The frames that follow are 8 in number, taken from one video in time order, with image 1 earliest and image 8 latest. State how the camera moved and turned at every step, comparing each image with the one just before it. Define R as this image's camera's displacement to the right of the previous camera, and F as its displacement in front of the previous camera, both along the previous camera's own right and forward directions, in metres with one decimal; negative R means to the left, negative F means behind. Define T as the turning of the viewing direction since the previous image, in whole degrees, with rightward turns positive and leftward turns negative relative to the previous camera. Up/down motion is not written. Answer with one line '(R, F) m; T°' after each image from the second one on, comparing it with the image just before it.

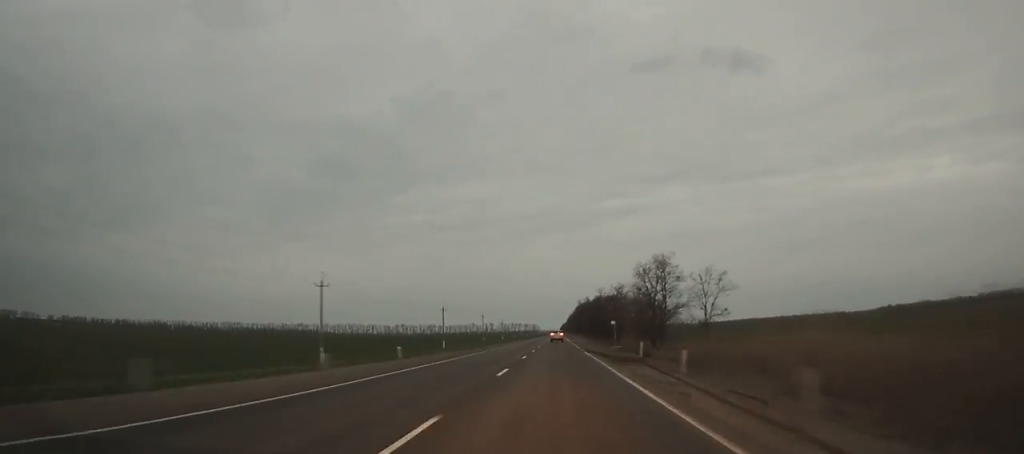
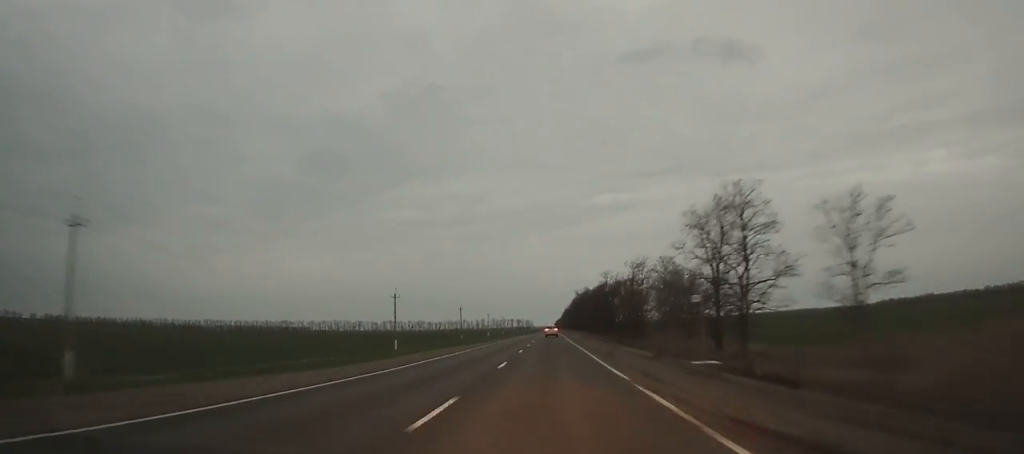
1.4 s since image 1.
(0.0, +34.2) m; 0°
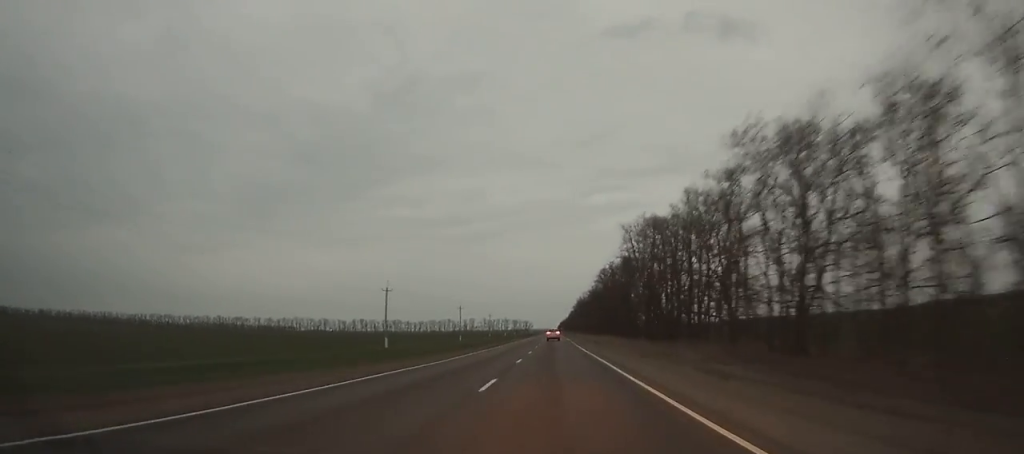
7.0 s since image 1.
(+0.1, +139.8) m; 0°
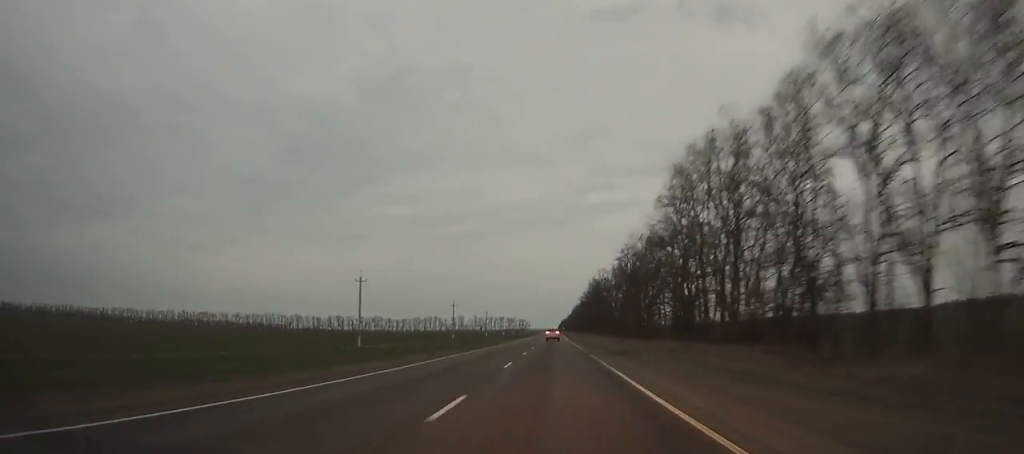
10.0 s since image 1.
(0.0, +76.1) m; 0°
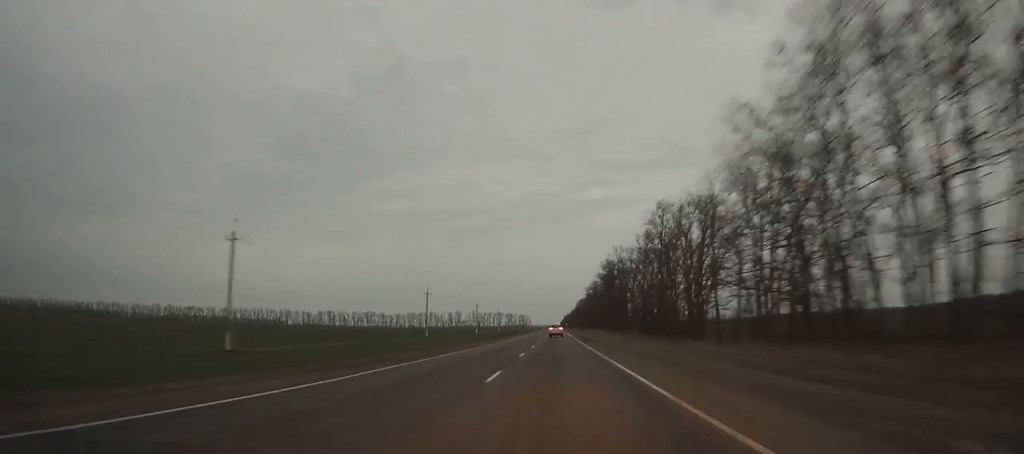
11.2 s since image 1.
(-0.1, +30.5) m; 0°
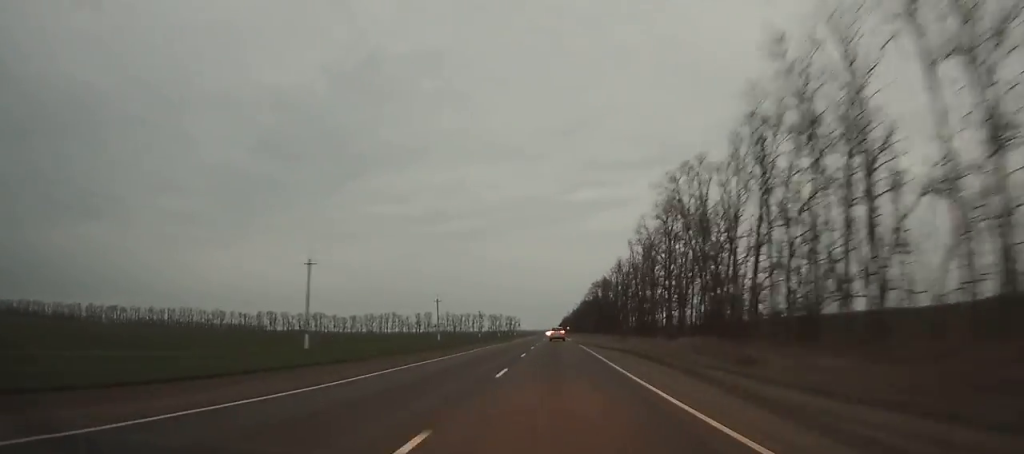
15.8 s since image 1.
(-0.2, +116.4) m; 0°
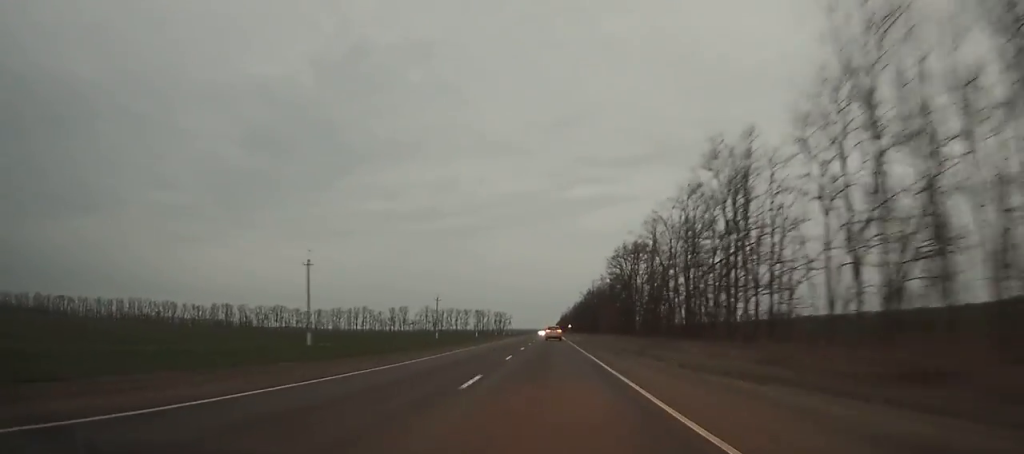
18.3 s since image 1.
(+0.2, +62.6) m; 0°
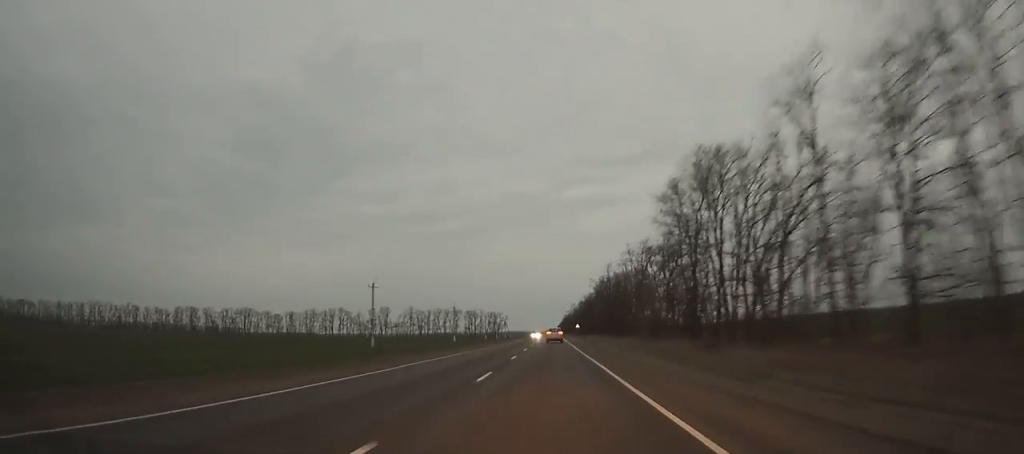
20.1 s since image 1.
(0.0, +44.7) m; 0°
